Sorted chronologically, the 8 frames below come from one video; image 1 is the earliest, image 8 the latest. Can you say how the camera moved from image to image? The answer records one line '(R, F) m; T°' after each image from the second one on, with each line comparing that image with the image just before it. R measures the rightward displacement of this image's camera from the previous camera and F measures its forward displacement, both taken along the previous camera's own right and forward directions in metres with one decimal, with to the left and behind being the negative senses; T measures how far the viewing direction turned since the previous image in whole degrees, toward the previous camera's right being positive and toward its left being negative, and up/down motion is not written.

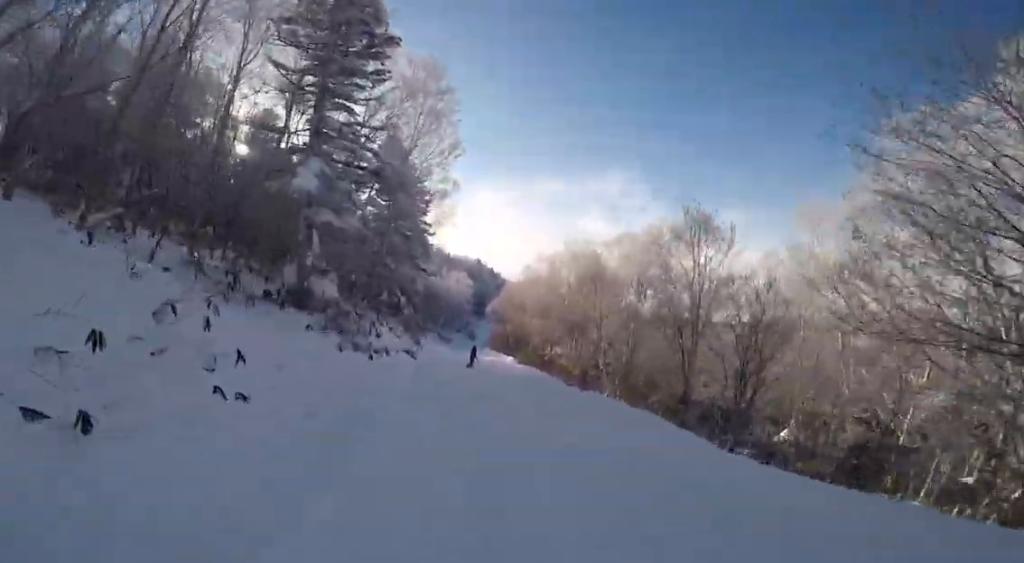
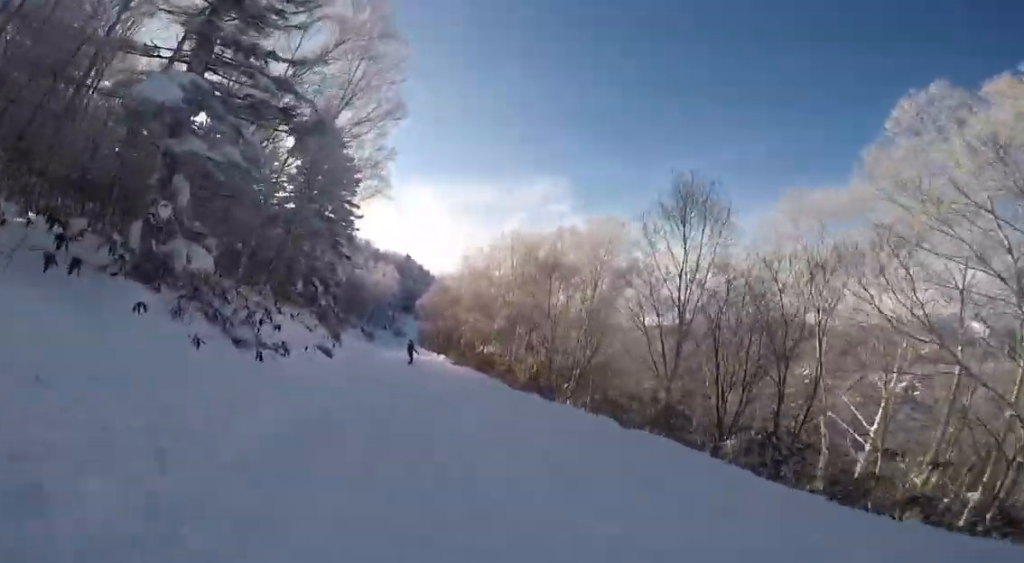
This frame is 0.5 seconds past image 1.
(+0.1, +4.6) m; +3°
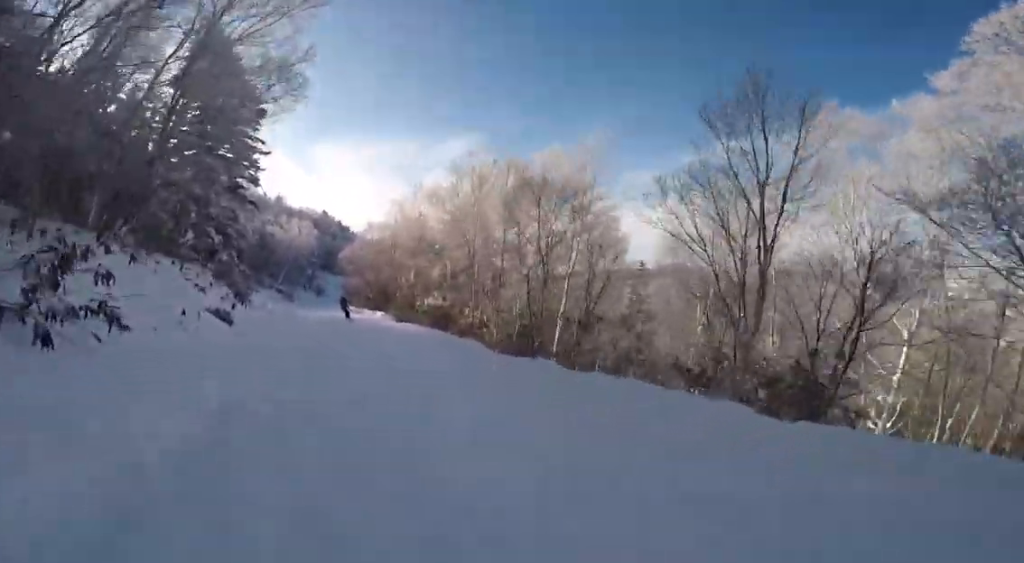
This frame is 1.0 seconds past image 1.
(-0.5, +6.1) m; +7°
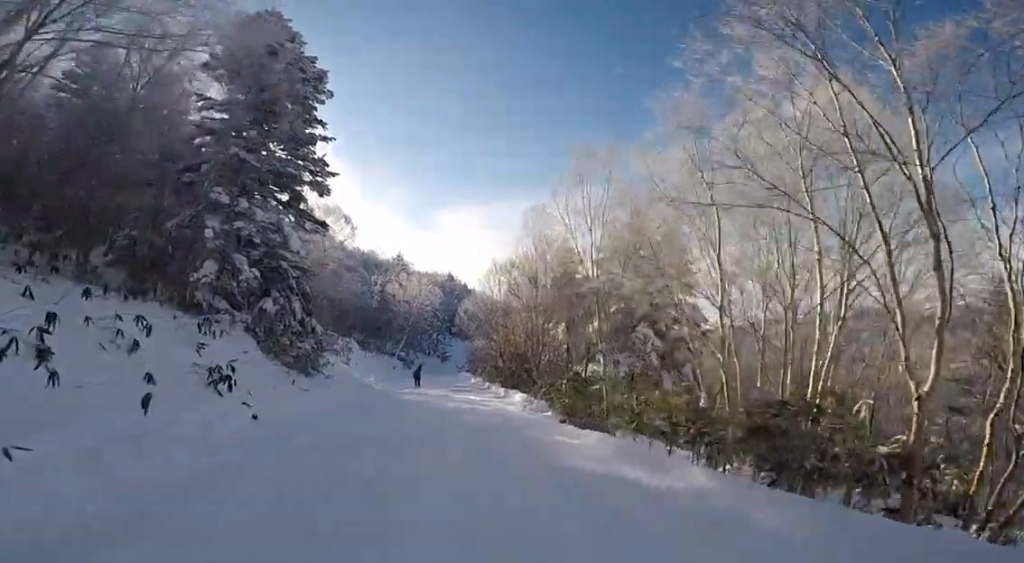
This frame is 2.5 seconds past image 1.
(+2.6, +15.4) m; +6°
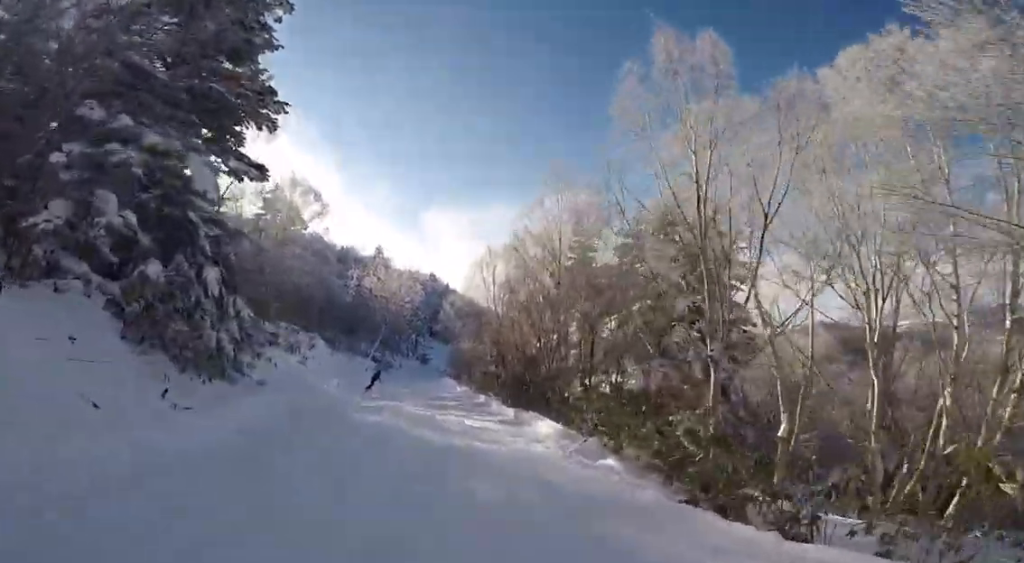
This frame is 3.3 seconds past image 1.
(-0.7, +7.6) m; -7°
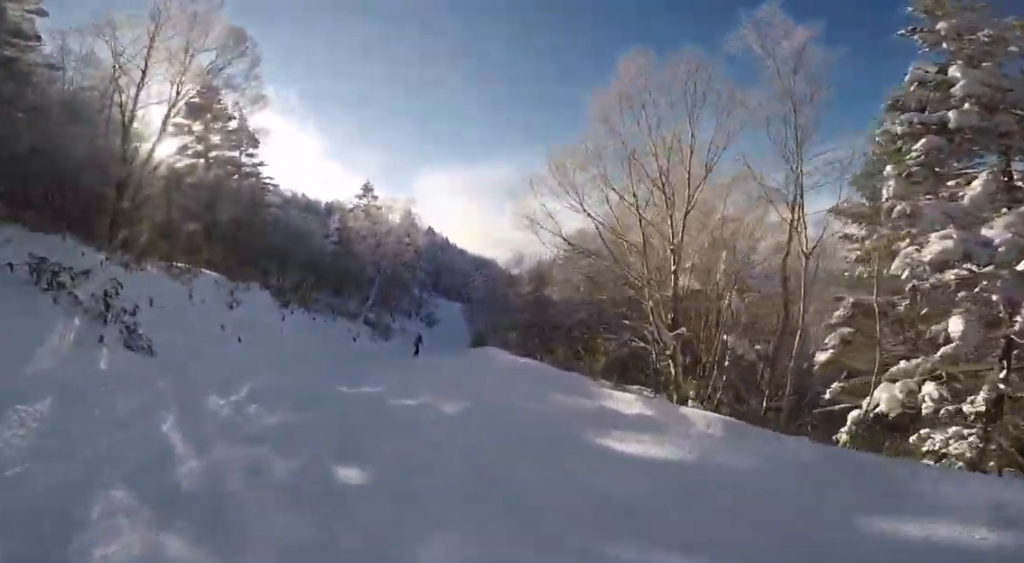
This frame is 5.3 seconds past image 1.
(-5.5, +19.7) m; -8°
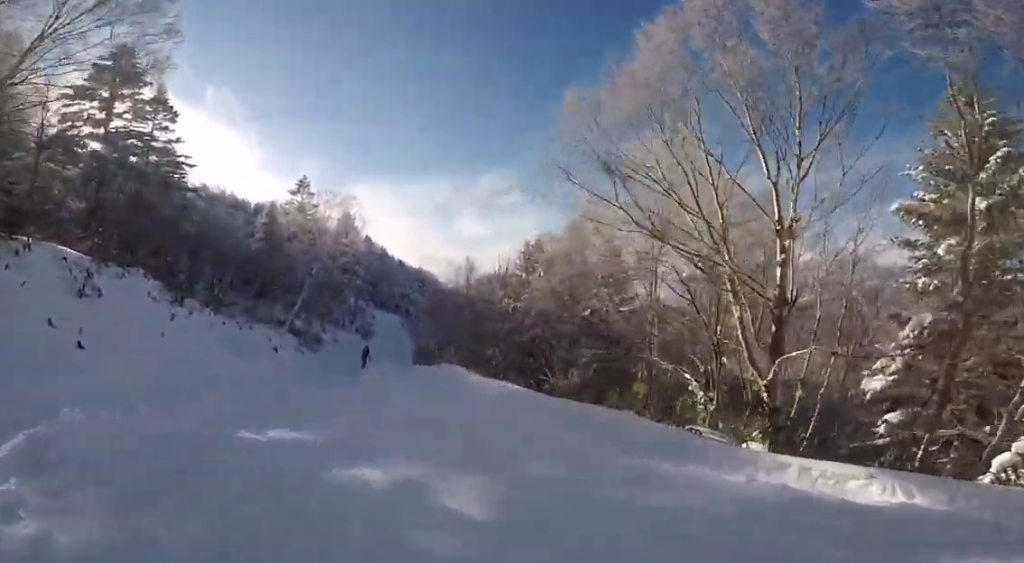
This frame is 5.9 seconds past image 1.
(+2.1, +4.6) m; +11°
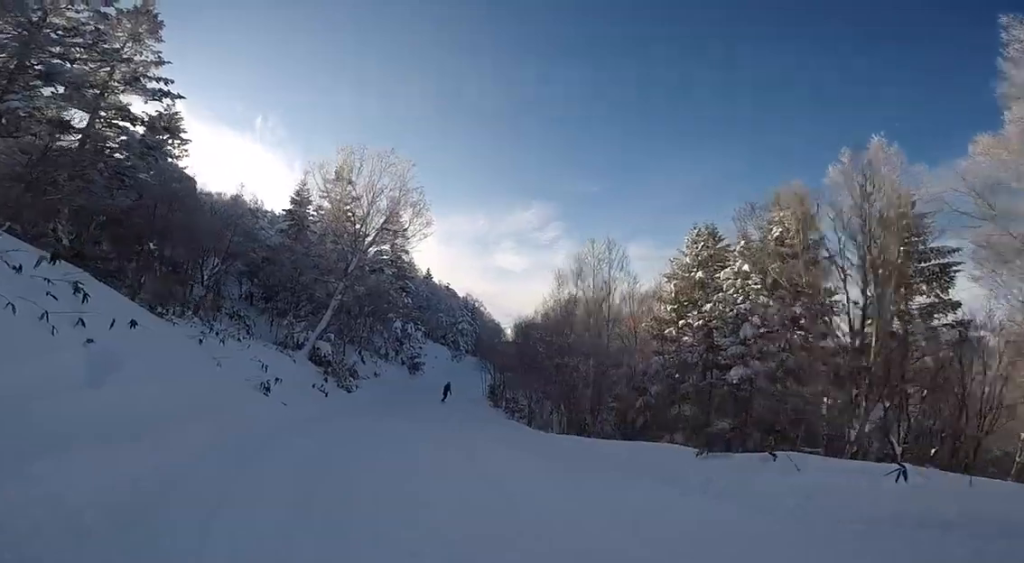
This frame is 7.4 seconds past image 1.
(+1.0, +12.8) m; +3°
